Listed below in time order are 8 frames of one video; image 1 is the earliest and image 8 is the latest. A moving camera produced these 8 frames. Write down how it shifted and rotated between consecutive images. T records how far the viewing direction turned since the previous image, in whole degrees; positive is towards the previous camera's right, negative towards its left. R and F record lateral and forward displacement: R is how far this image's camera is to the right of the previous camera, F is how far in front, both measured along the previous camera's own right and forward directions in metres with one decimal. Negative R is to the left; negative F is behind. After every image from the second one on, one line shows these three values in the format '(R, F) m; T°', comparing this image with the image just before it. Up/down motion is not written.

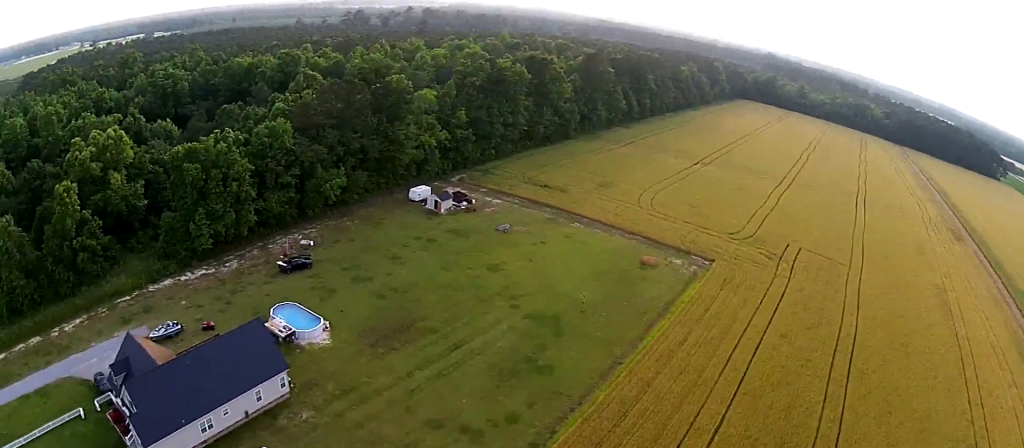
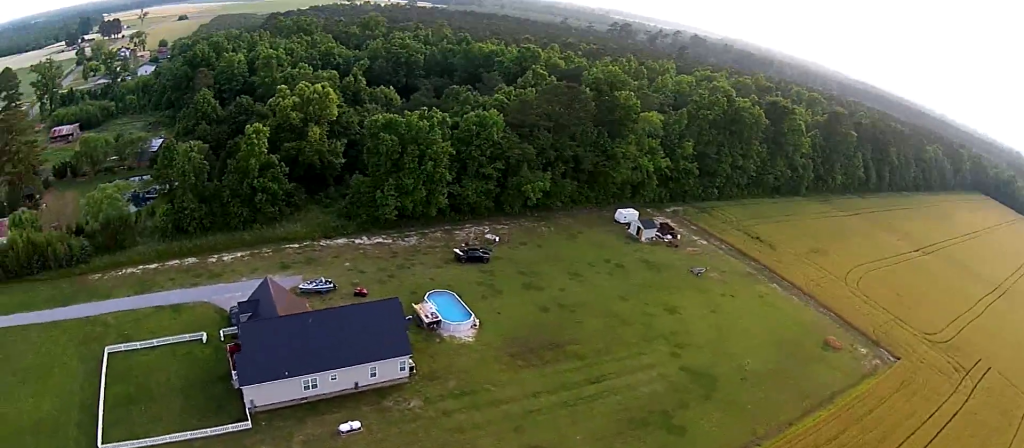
(-1.0, +7.3) m; -18°
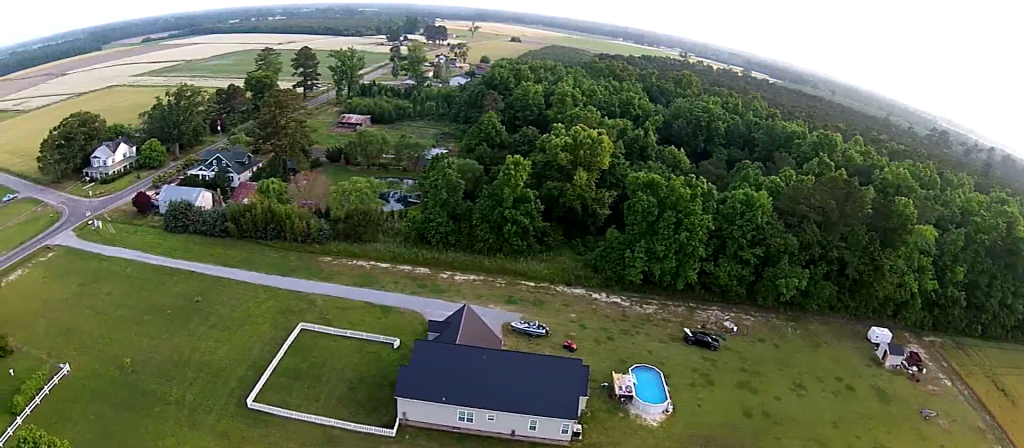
(-2.6, +9.3) m; -27°
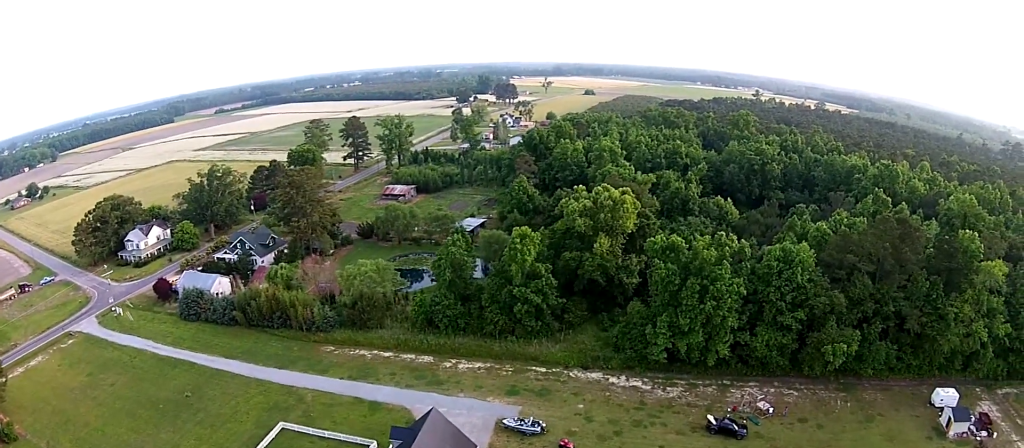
(-5.5, +17.6) m; -26°
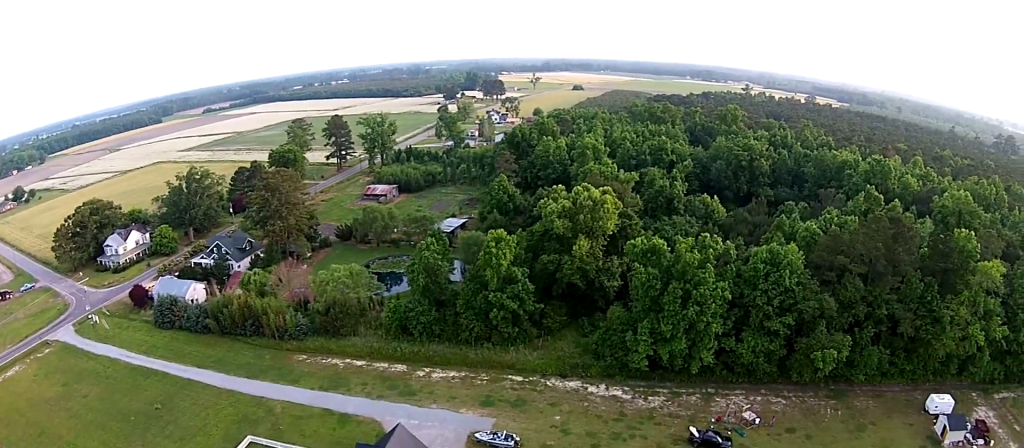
(-0.1, +5.0) m; -3°
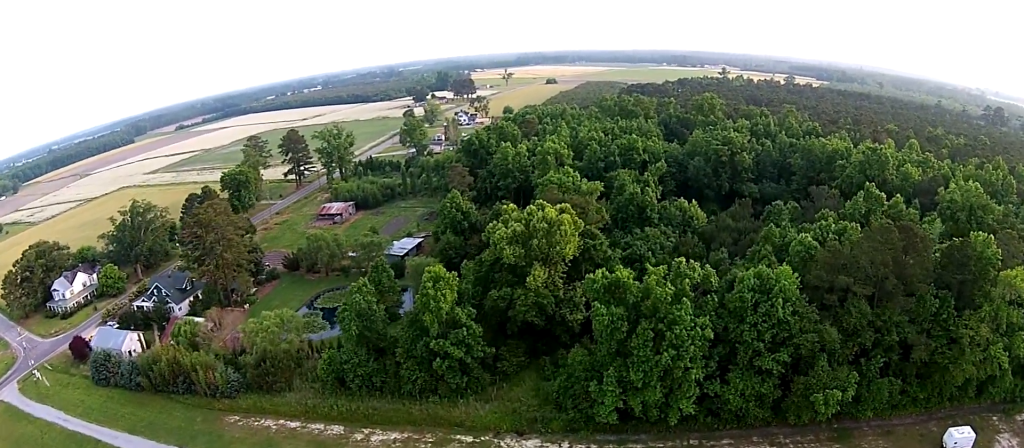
(-1.2, +17.5) m; -6°
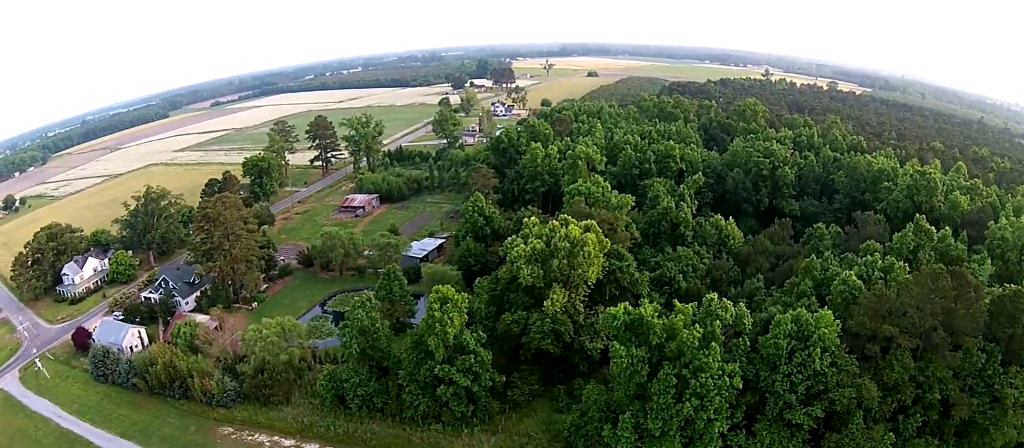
(-0.2, +8.8) m; -2°
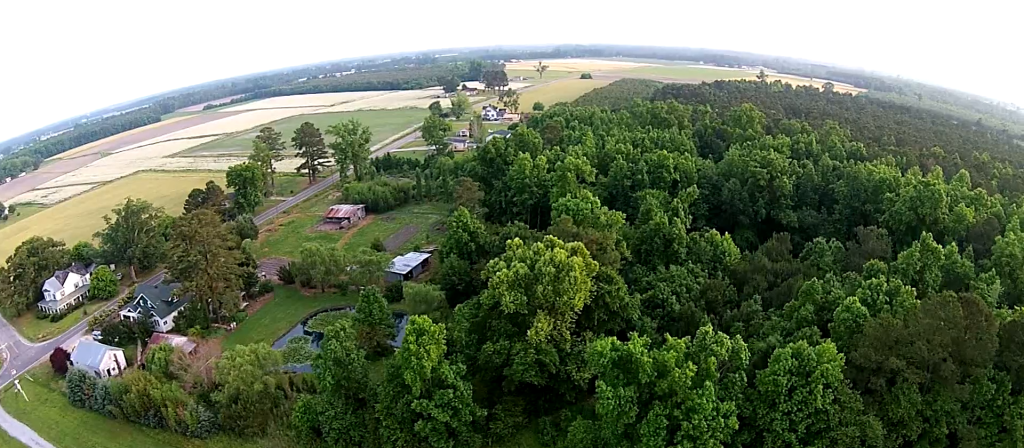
(0.0, +5.9) m; -1°
